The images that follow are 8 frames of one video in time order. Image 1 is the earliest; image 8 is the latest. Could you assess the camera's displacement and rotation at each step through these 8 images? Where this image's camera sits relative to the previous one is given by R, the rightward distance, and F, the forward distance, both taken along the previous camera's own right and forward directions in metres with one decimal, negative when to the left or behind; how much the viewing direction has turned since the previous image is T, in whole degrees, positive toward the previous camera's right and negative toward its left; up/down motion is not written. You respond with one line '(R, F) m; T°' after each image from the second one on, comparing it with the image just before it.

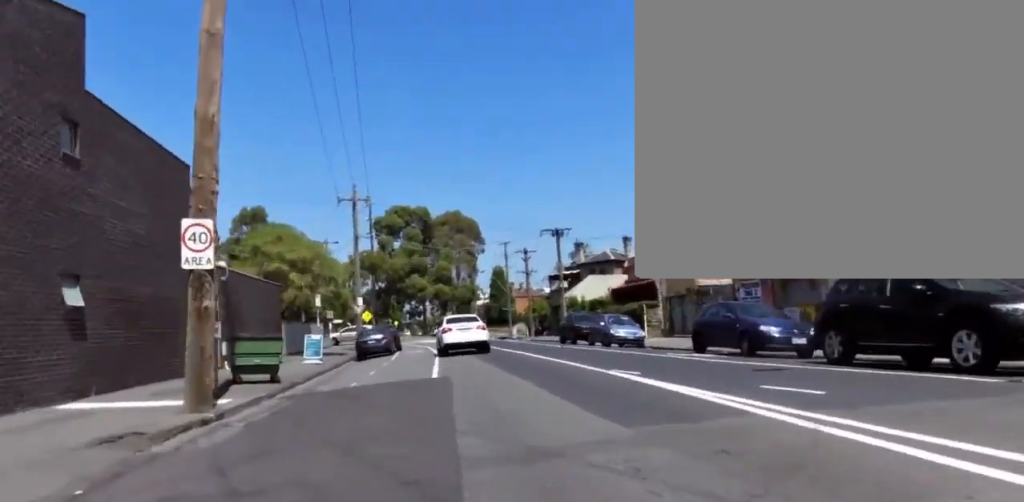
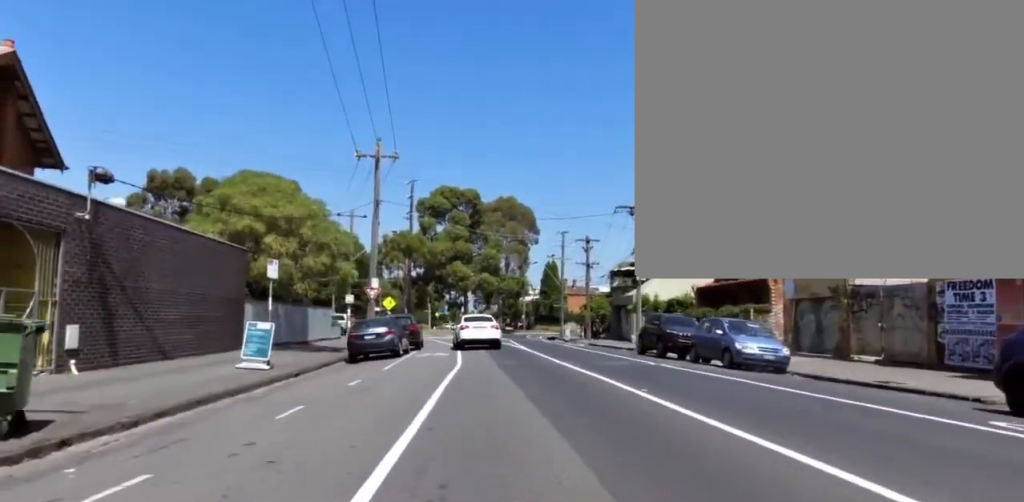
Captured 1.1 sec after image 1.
(-0.3, +9.7) m; -5°
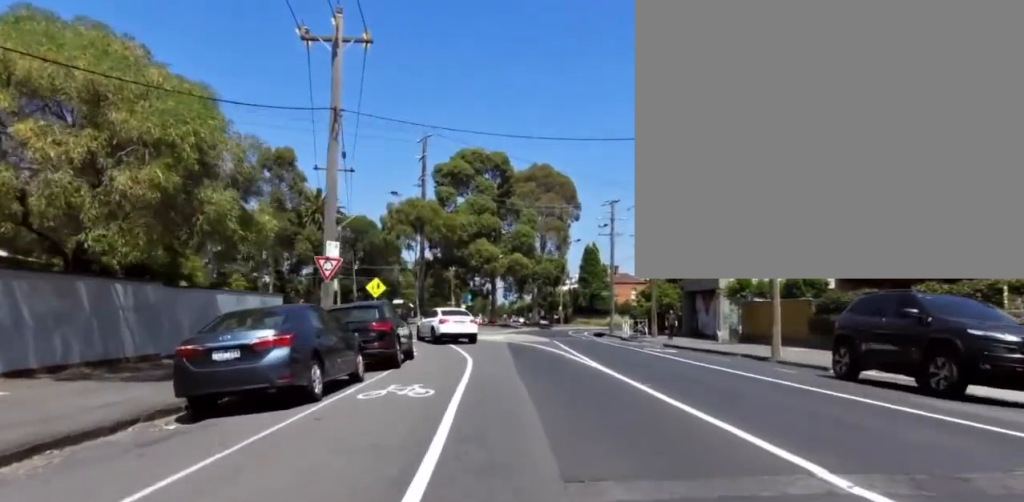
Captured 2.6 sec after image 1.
(-0.7, +12.6) m; 0°
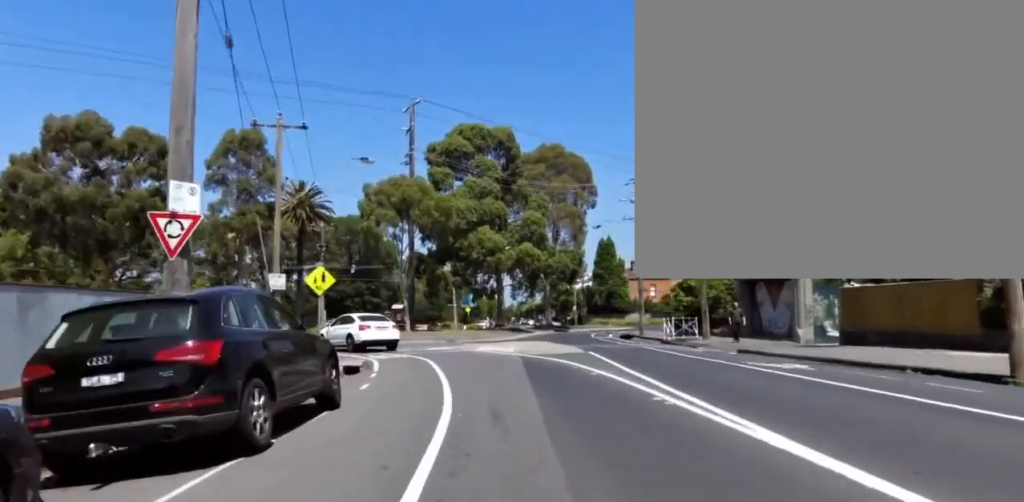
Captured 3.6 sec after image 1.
(+0.8, +8.0) m; -1°
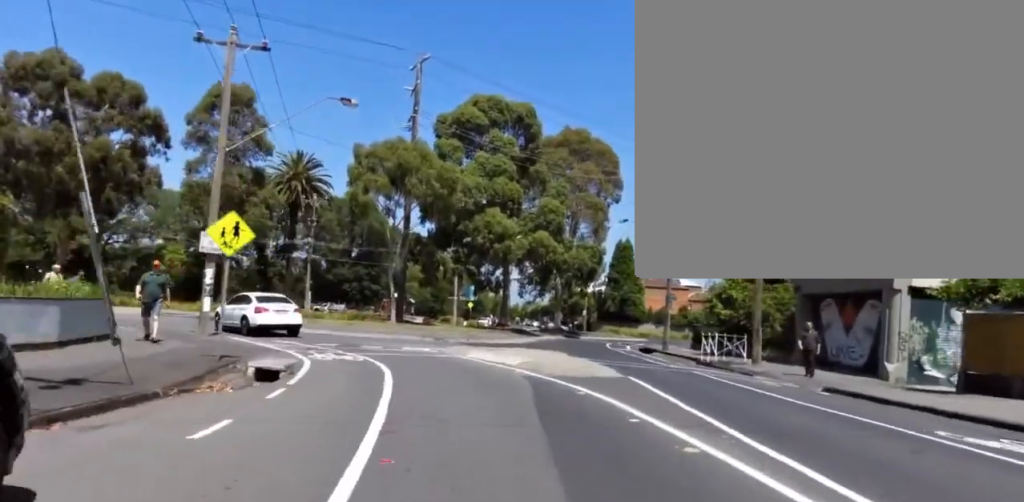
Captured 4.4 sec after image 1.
(-0.7, +5.6) m; -7°
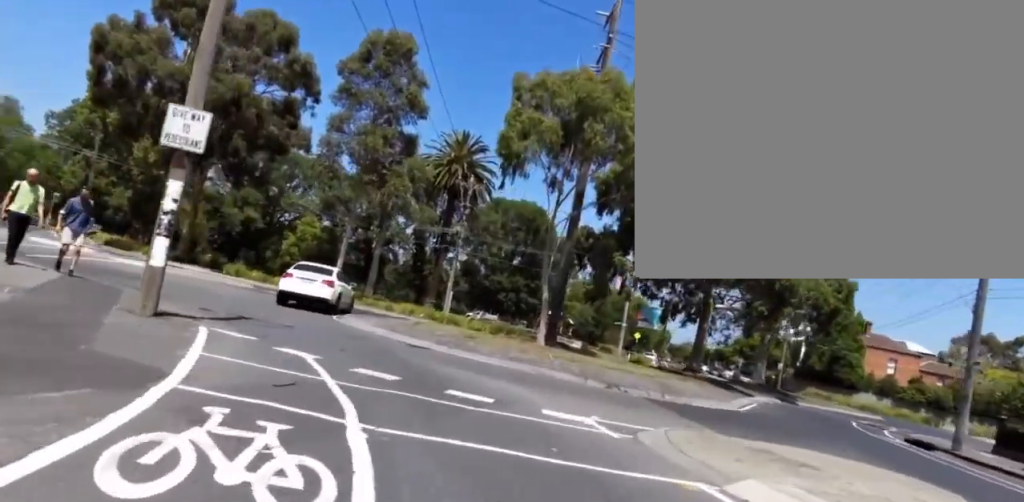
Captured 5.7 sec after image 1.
(-0.7, +10.2) m; -12°
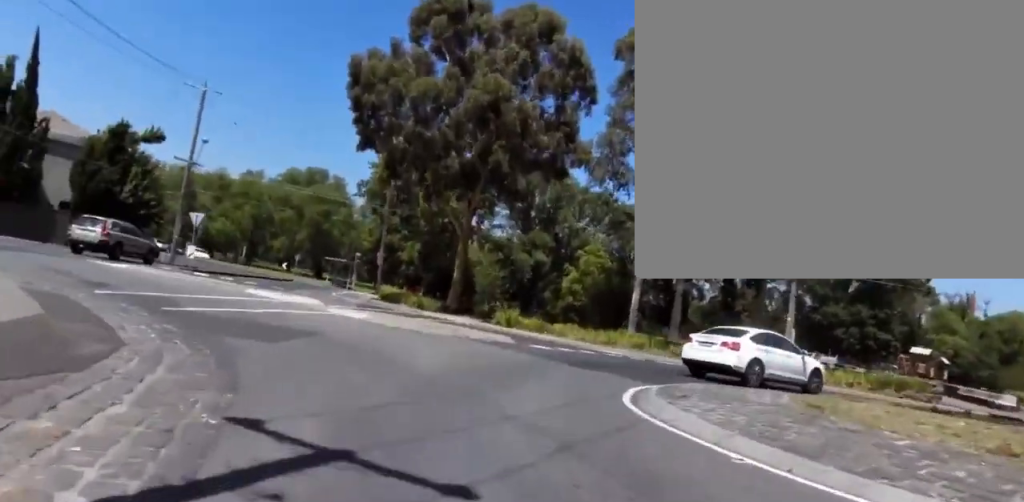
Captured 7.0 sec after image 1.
(-1.6, +10.0) m; -13°
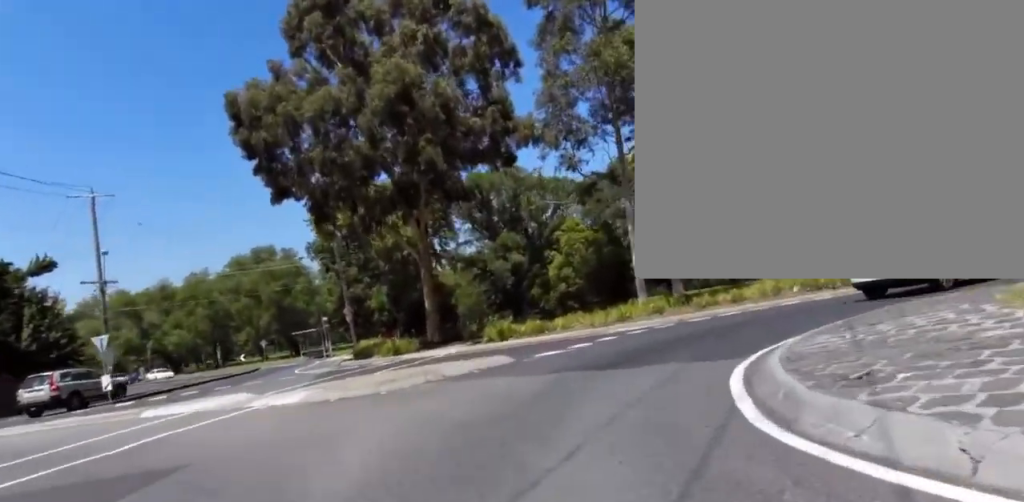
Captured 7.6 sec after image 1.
(-0.3, +4.8) m; -1°
